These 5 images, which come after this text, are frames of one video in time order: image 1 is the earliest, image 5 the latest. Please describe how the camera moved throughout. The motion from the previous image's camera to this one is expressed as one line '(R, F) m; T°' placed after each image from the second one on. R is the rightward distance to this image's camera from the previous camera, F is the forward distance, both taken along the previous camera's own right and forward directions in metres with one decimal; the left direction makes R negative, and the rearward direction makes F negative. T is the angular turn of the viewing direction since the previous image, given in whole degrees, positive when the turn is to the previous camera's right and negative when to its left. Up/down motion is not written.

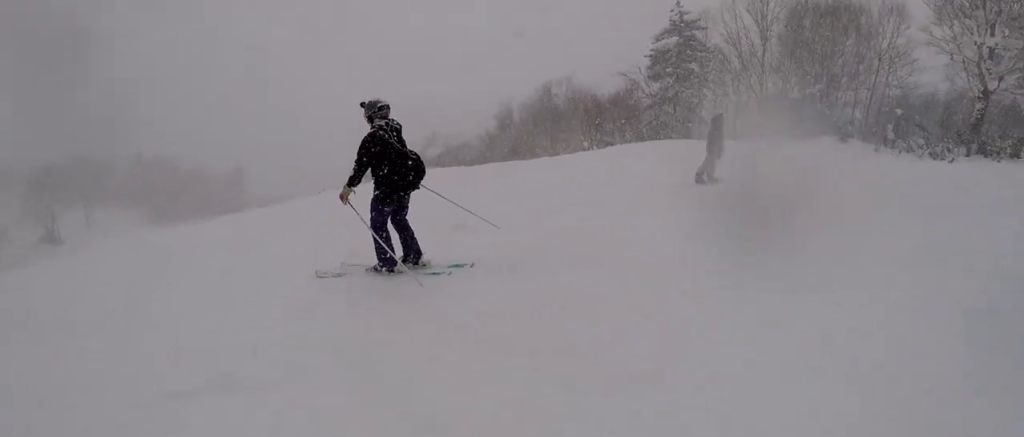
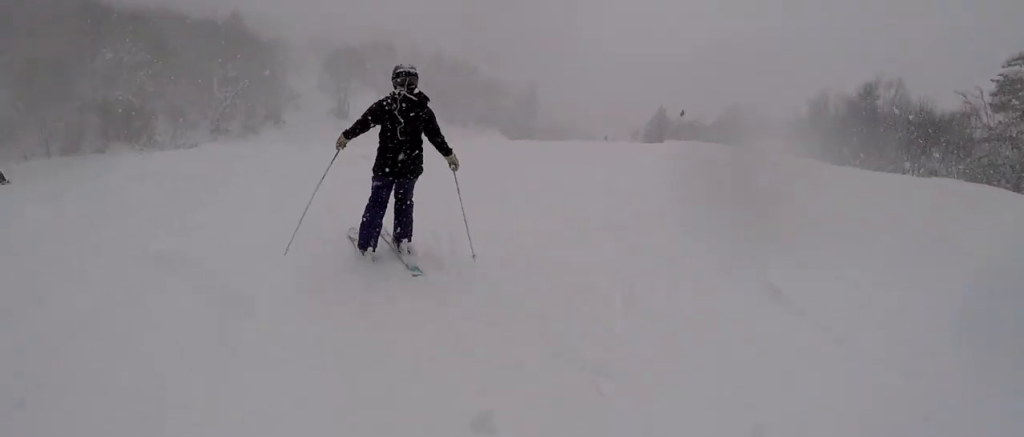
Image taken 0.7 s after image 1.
(-0.9, +2.5) m; -16°
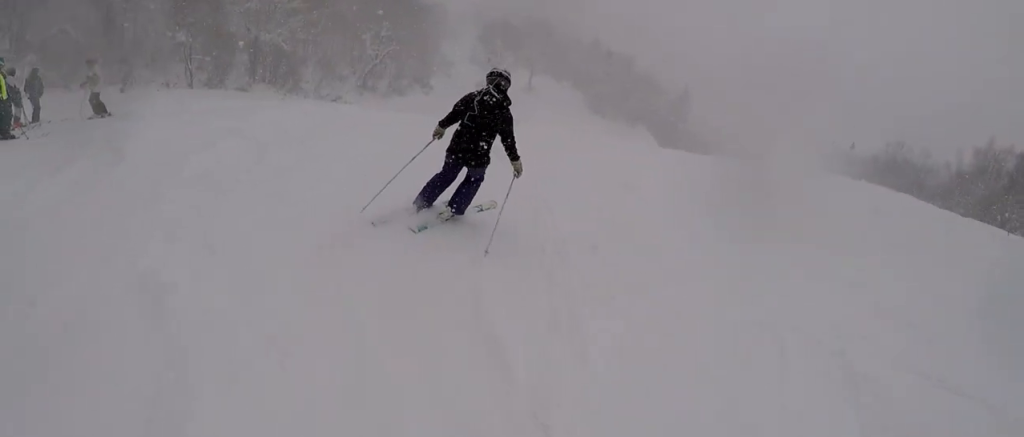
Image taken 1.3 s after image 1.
(-0.5, +2.3) m; -9°
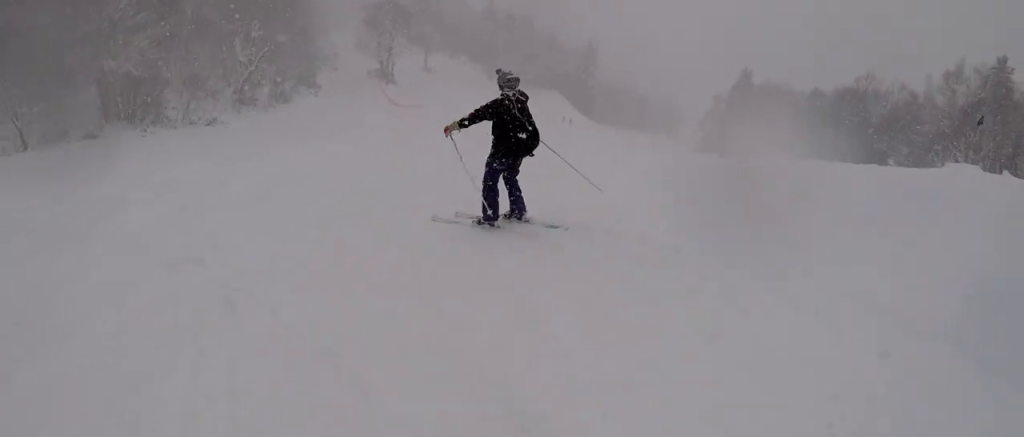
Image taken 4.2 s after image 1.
(+3.8, +11.7) m; +3°
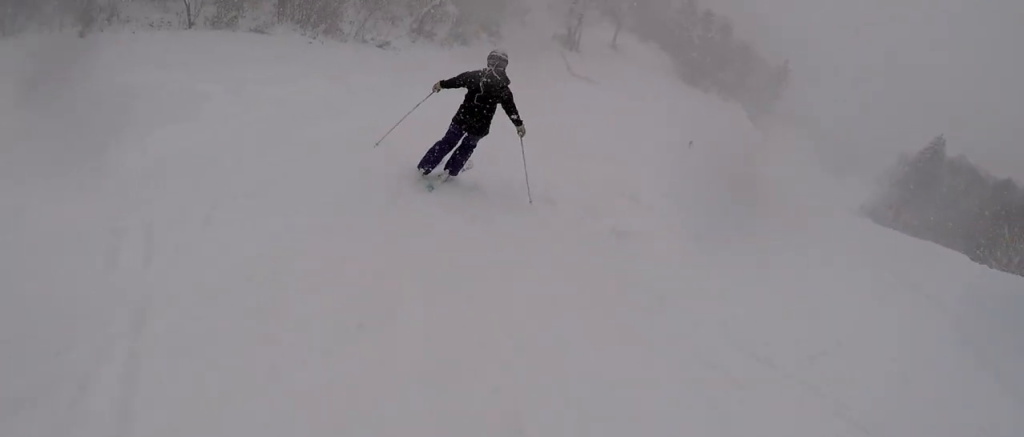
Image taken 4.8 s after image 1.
(-0.4, +2.6) m; 0°
